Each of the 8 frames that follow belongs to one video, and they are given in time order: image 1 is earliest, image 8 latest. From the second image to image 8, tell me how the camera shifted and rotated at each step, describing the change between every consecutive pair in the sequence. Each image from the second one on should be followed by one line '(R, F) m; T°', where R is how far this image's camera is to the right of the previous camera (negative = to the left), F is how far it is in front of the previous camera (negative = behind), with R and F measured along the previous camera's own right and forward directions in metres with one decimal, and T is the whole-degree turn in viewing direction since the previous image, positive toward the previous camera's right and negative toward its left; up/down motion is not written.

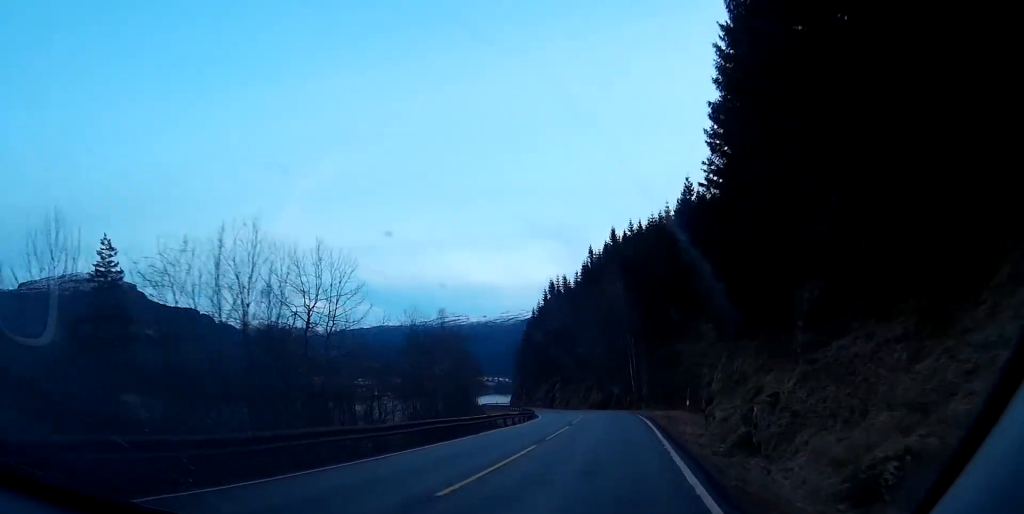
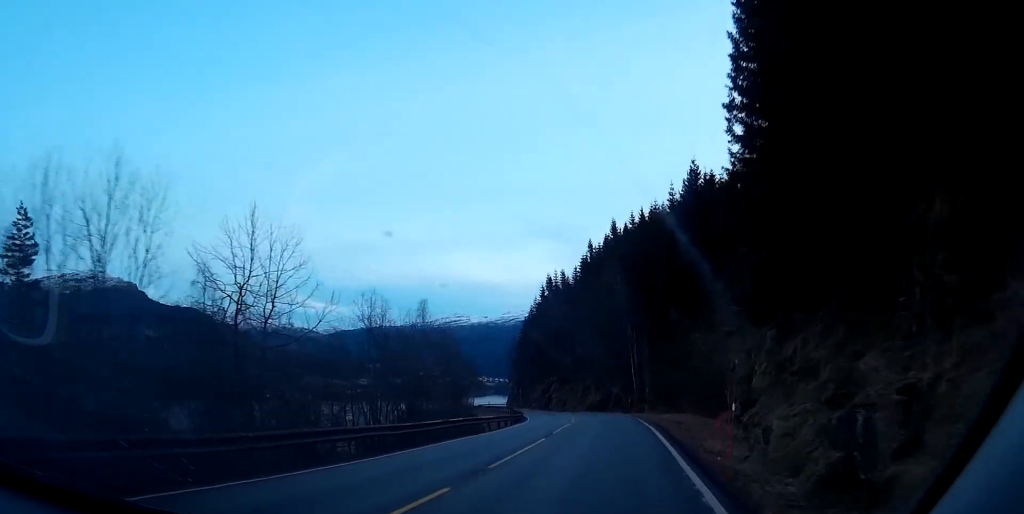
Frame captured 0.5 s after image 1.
(-0.2, +9.9) m; +1°
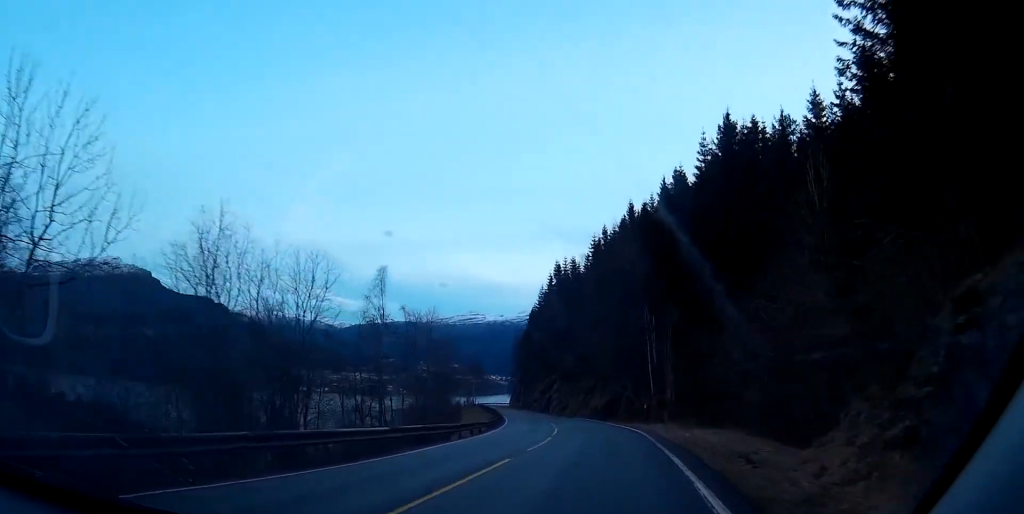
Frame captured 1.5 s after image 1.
(+1.2, +21.1) m; +4°
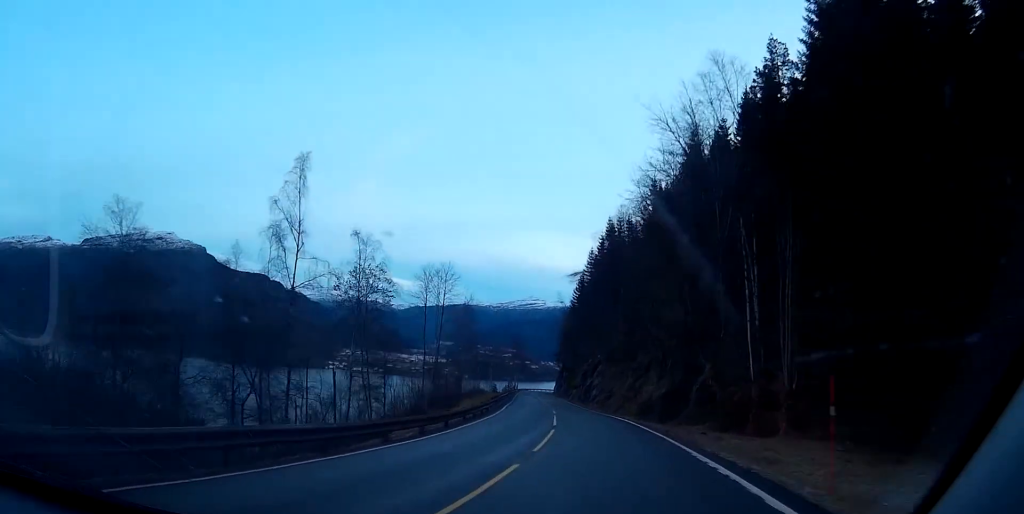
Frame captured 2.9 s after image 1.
(-0.3, +27.3) m; -4°
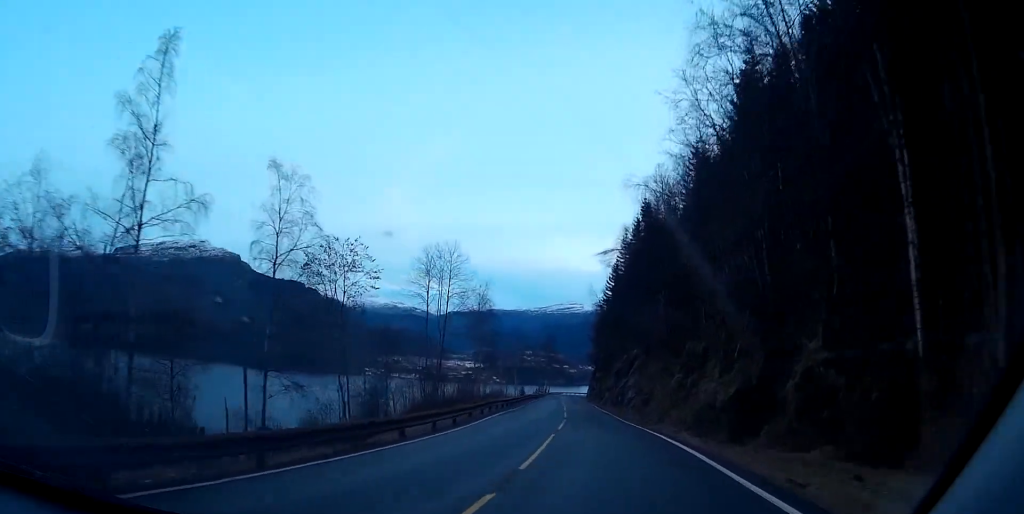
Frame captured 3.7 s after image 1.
(-0.6, +15.9) m; -4°
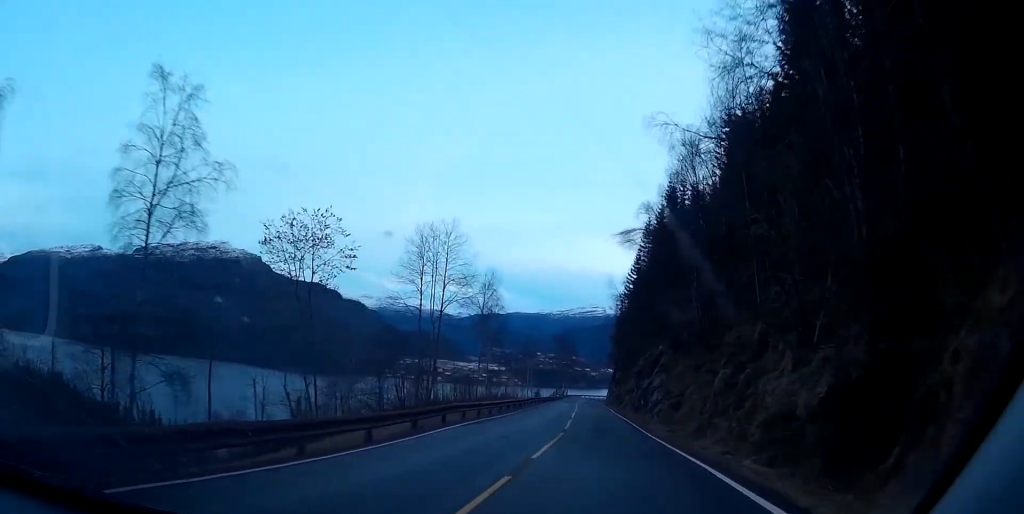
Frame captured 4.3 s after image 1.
(-0.4, +10.8) m; -2°
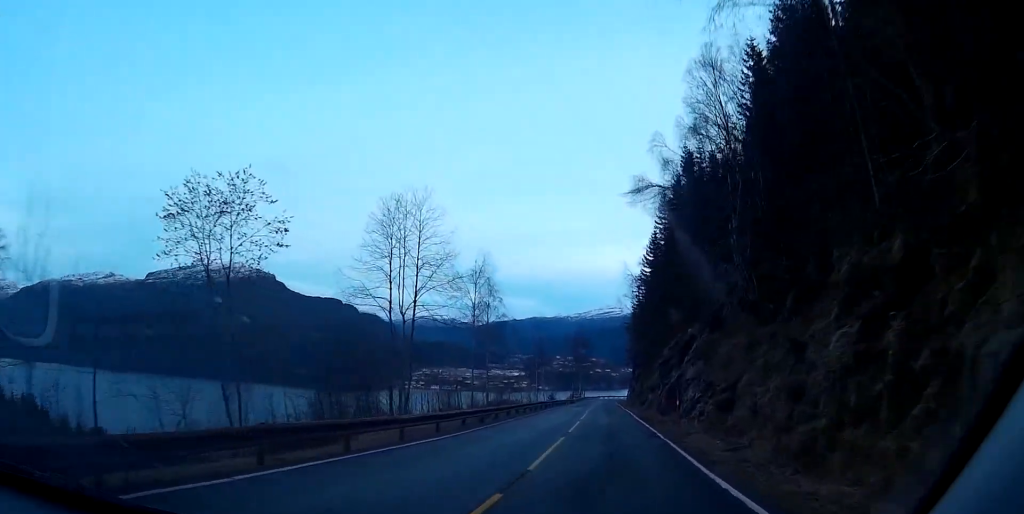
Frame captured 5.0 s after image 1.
(-0.2, +13.2) m; -2°
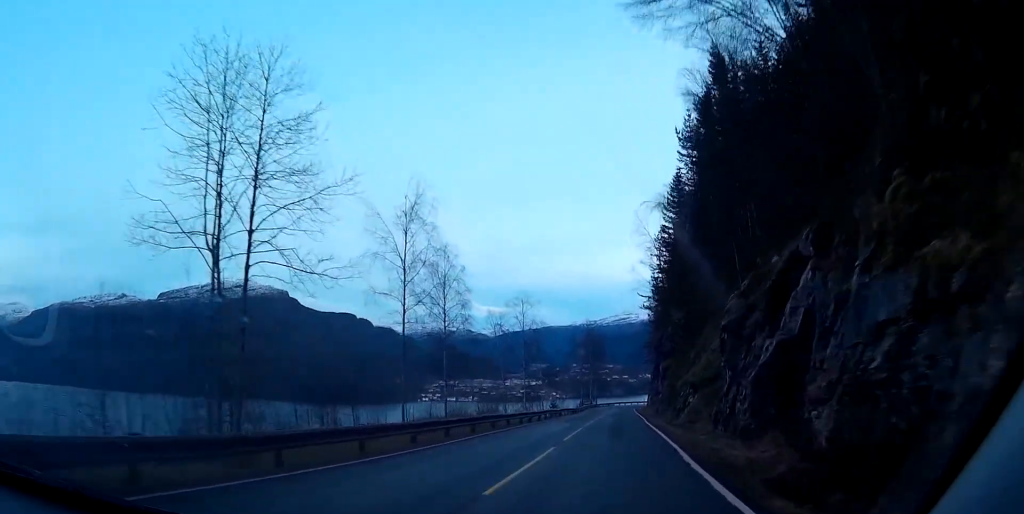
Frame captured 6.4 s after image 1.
(-1.0, +25.7) m; -4°
